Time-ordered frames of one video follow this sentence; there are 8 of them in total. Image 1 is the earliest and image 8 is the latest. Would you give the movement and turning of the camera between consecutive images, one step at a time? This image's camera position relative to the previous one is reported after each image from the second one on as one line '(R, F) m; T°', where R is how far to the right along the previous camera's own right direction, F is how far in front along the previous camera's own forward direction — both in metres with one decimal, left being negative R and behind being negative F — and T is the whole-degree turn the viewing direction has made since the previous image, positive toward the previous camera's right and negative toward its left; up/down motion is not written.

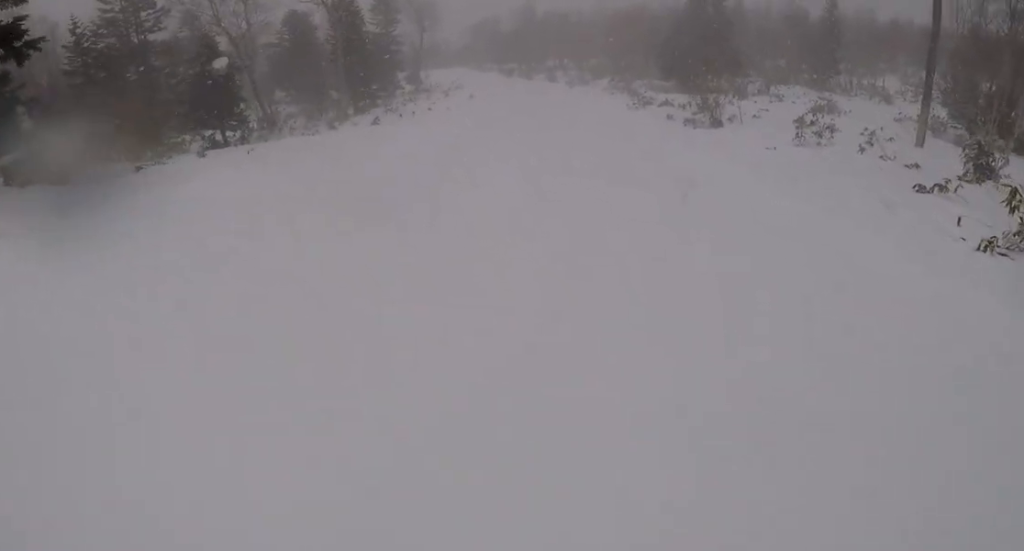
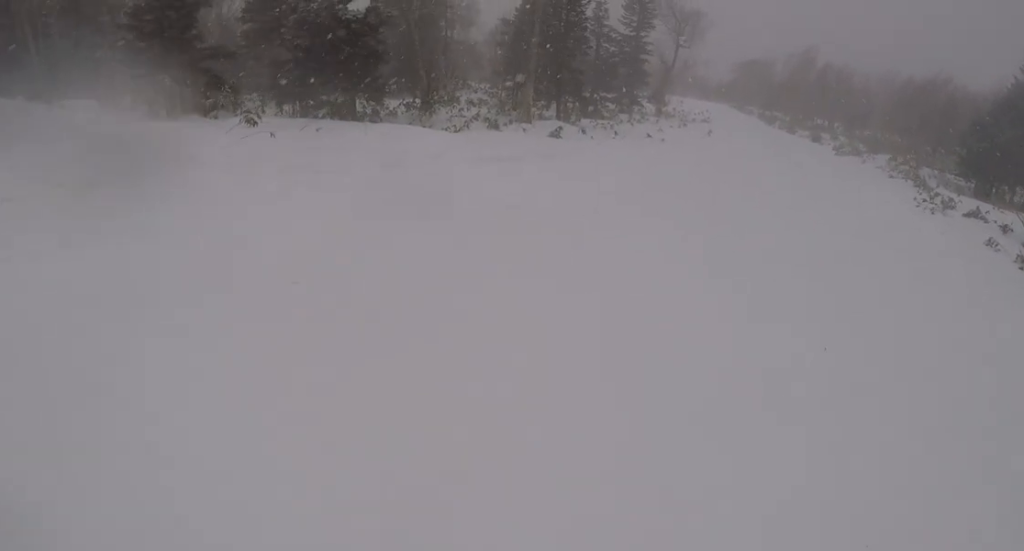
(-2.2, +11.2) m; -17°
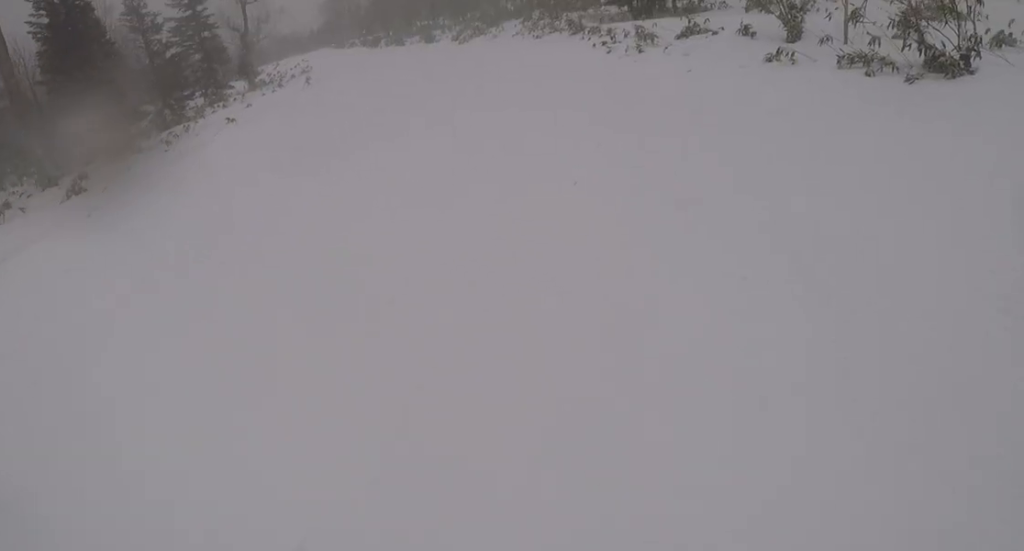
(+0.5, +9.0) m; +15°
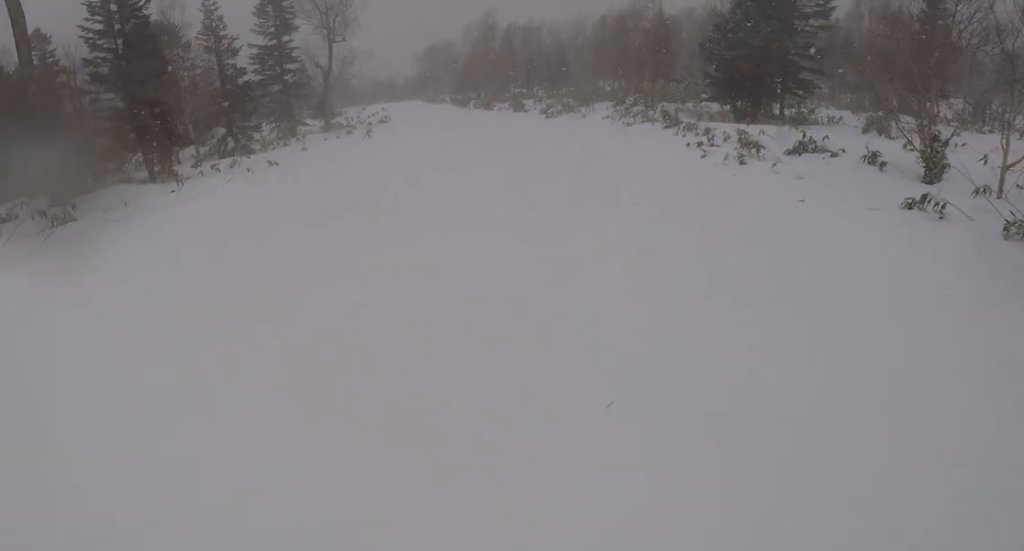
(+0.3, +3.0) m; +2°
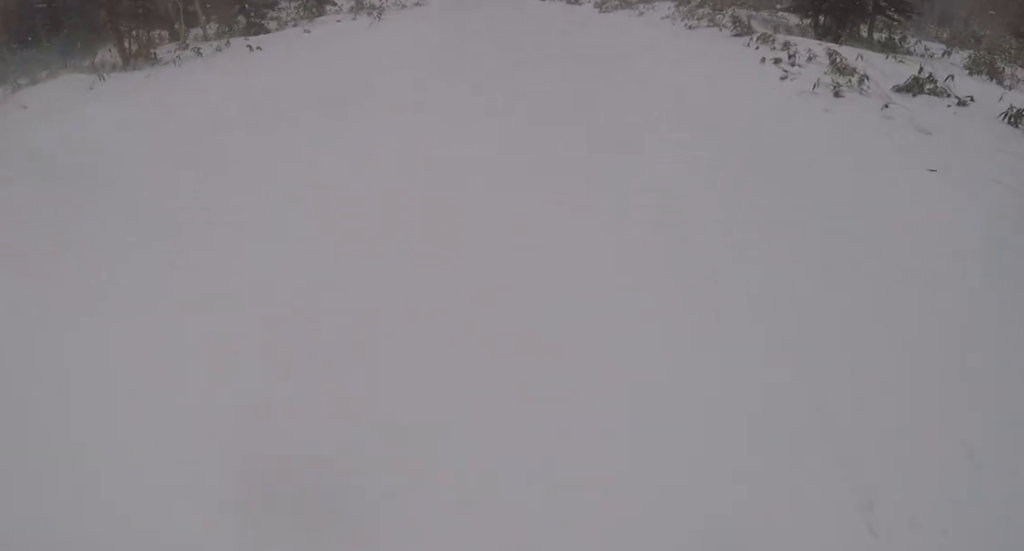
(+0.5, +3.4) m; -1°
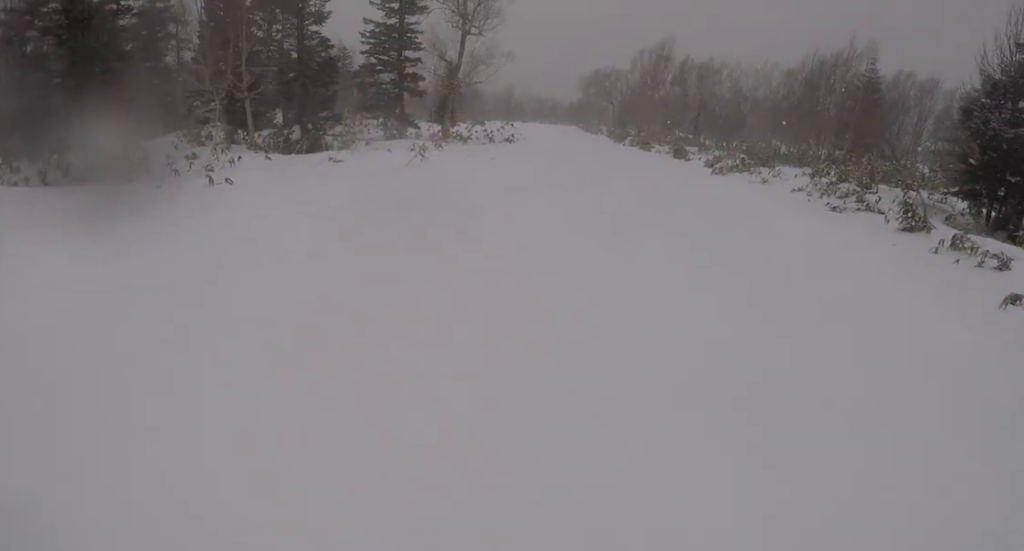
(-0.5, +7.0) m; -8°
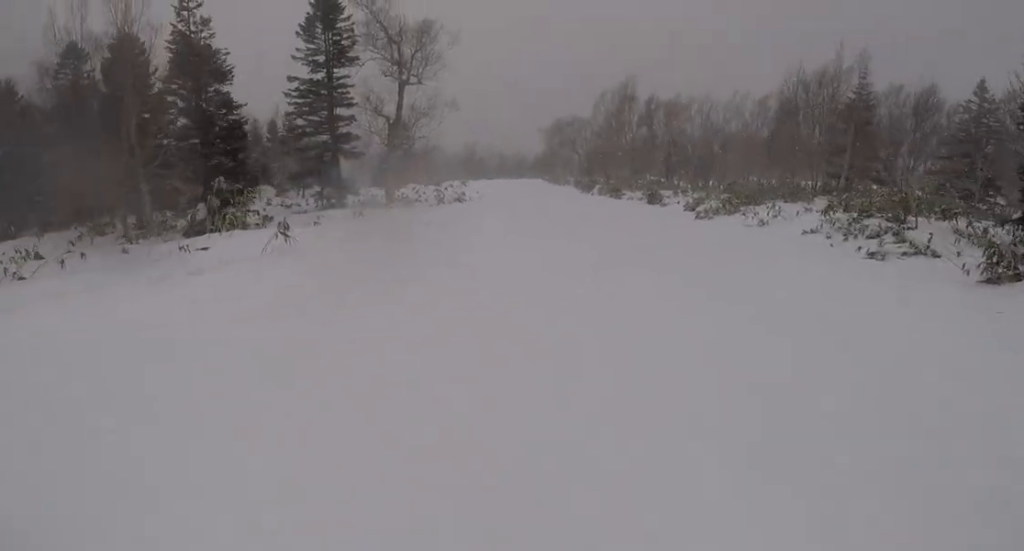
(-0.4, +5.1) m; -4°
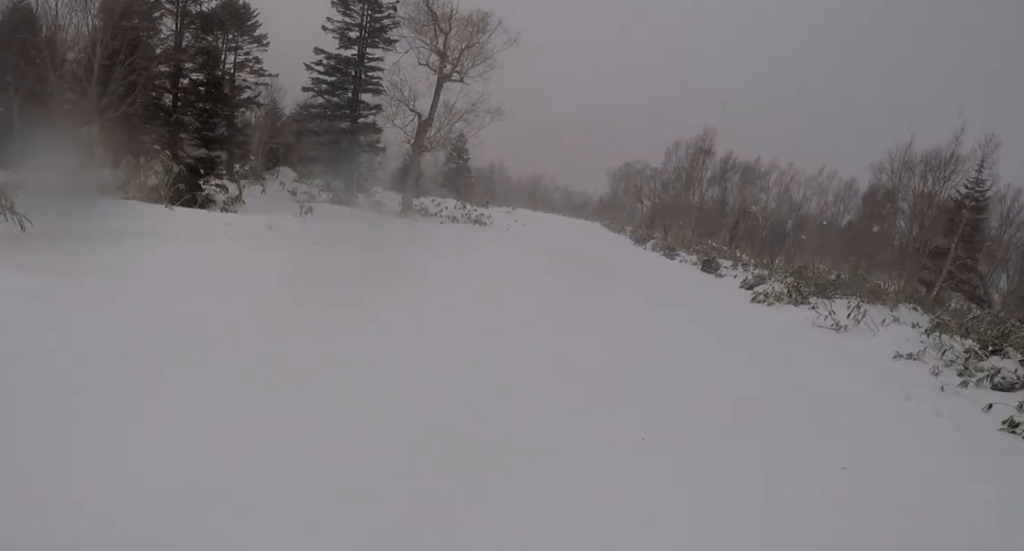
(-0.2, +5.3) m; -1°
